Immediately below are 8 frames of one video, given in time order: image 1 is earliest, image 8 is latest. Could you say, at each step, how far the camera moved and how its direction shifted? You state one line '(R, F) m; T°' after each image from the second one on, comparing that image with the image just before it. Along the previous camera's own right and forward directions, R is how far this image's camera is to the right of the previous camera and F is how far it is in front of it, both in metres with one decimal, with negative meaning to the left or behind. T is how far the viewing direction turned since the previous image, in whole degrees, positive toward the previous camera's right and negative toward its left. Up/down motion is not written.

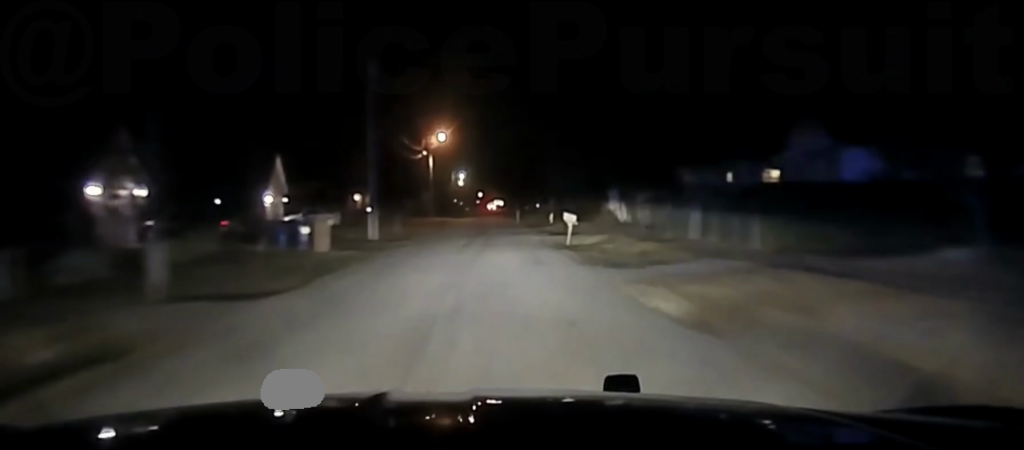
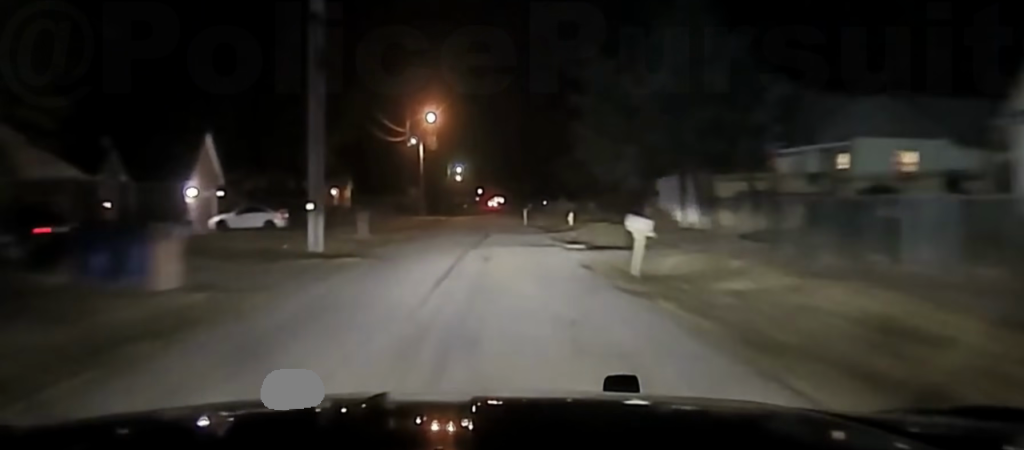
(-0.2, +17.4) m; 0°
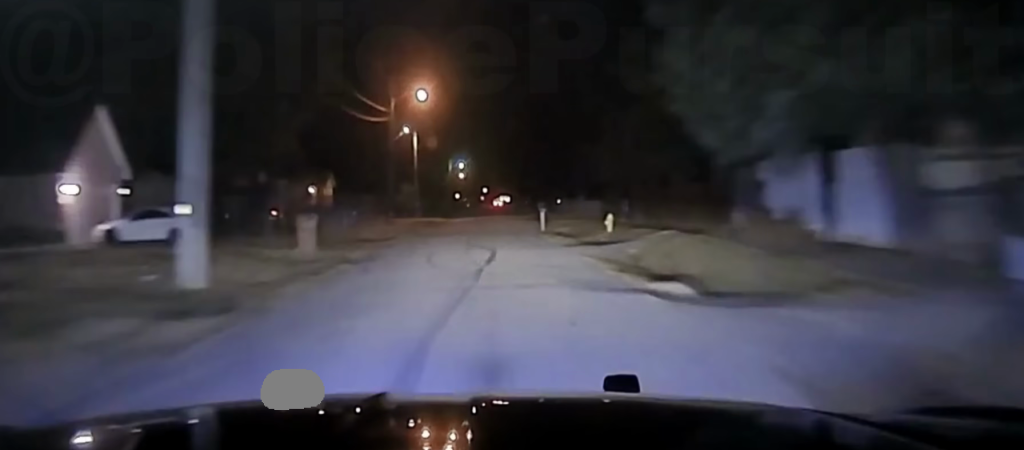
(0.0, +15.8) m; 0°
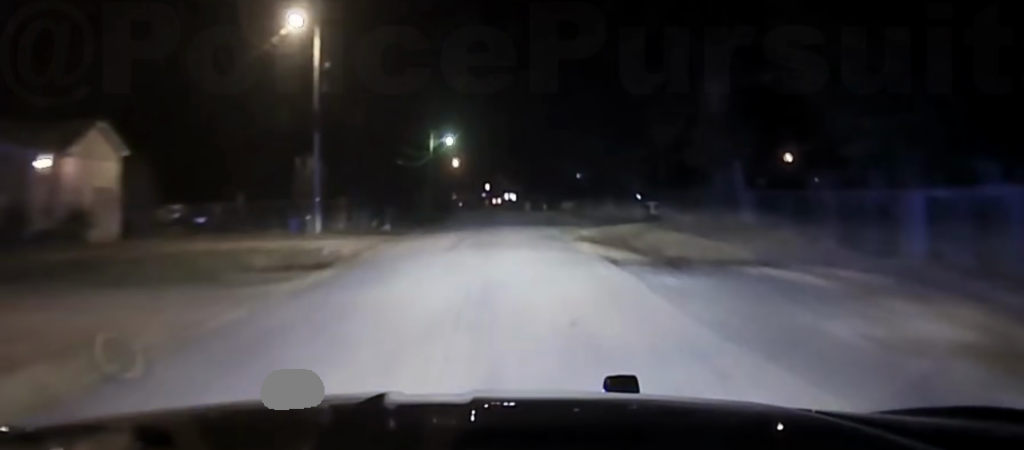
(0.0, +54.0) m; -1°
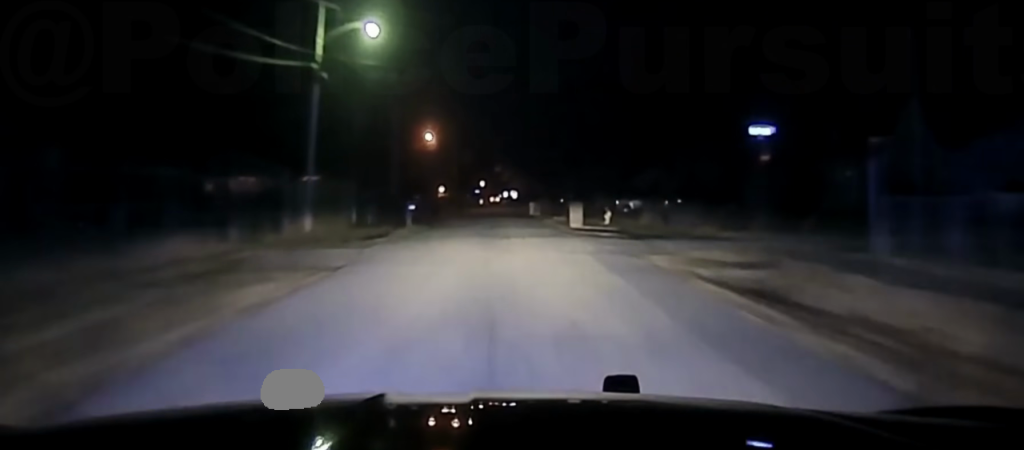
(-1.1, +63.9) m; 0°
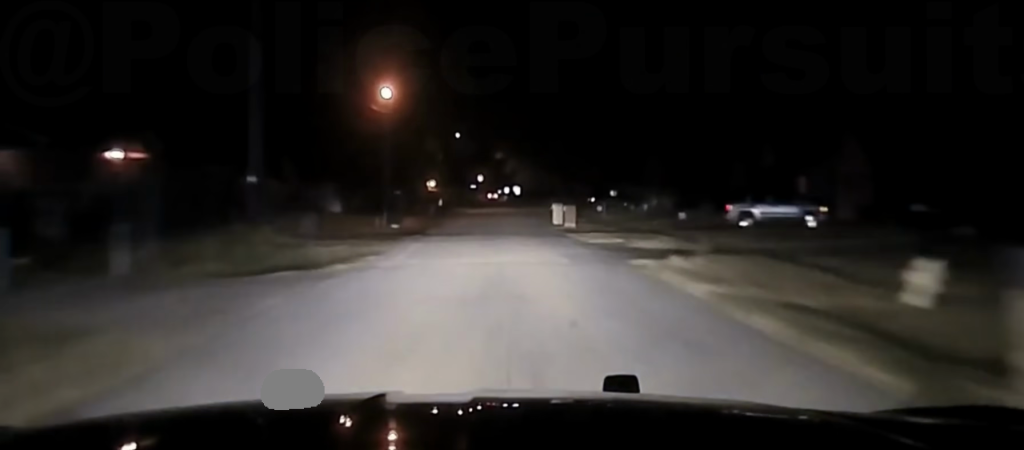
(+0.5, +37.7) m; +2°
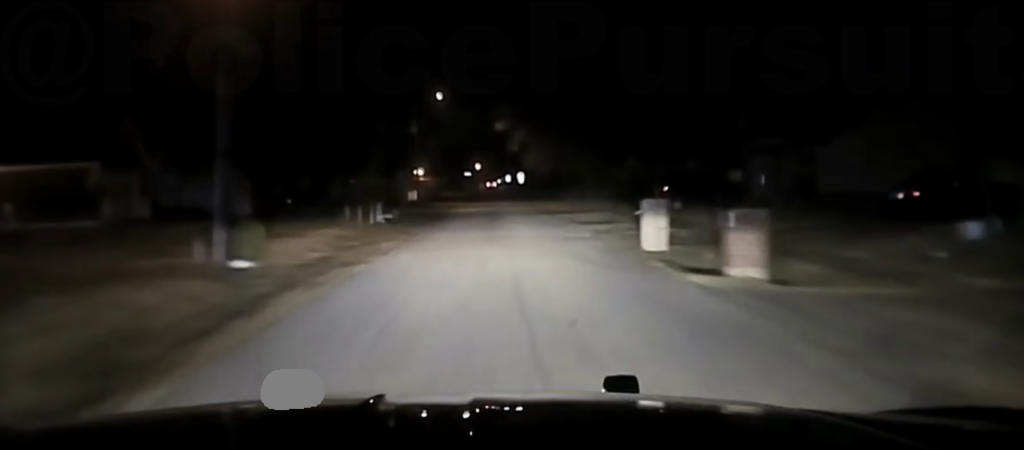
(+0.6, +33.6) m; -1°
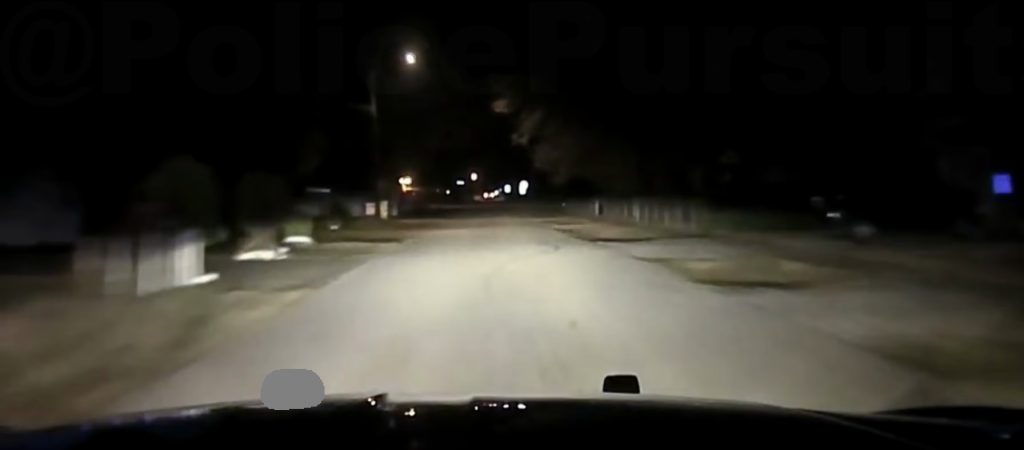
(-0.8, +22.5) m; -1°
